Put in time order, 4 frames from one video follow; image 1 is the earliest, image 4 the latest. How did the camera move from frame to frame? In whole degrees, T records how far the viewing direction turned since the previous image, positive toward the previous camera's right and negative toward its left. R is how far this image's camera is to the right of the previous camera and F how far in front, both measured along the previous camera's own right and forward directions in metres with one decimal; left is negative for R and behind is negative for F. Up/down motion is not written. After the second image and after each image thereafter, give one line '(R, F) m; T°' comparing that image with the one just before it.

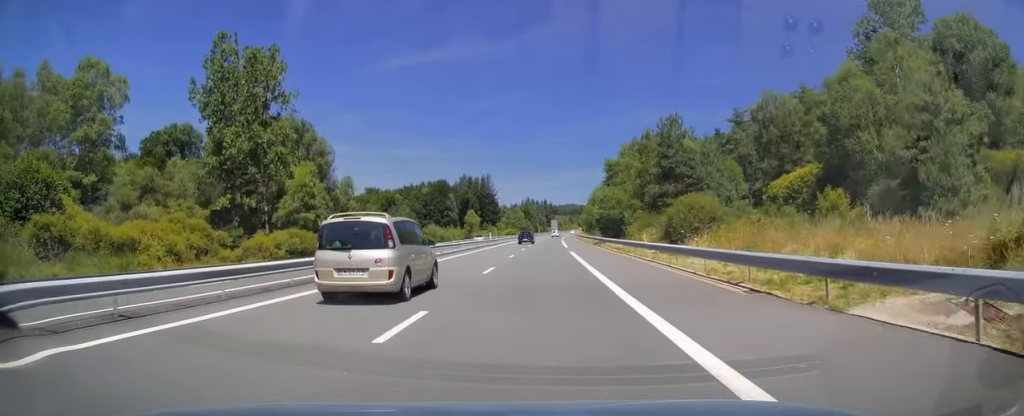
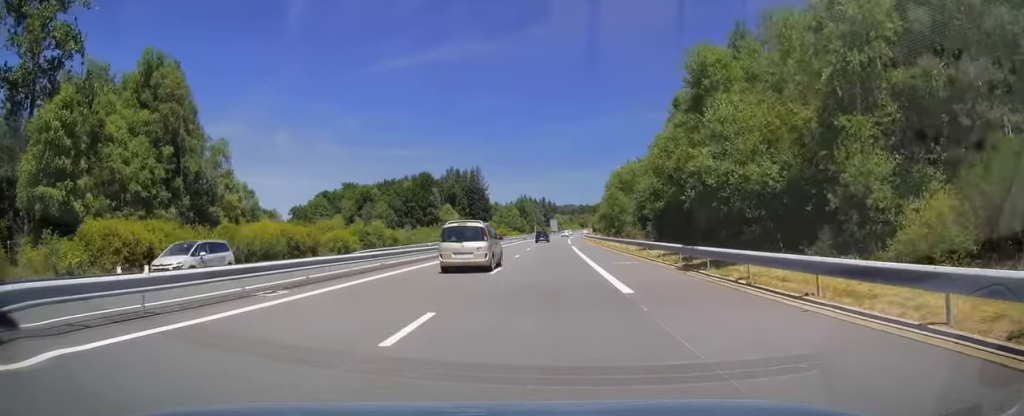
(0.0, +39.5) m; 0°
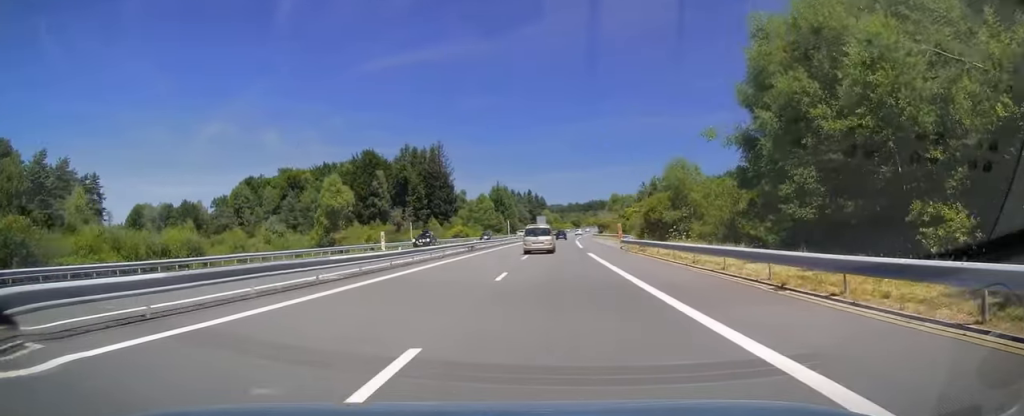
(+0.7, +68.5) m; +2°
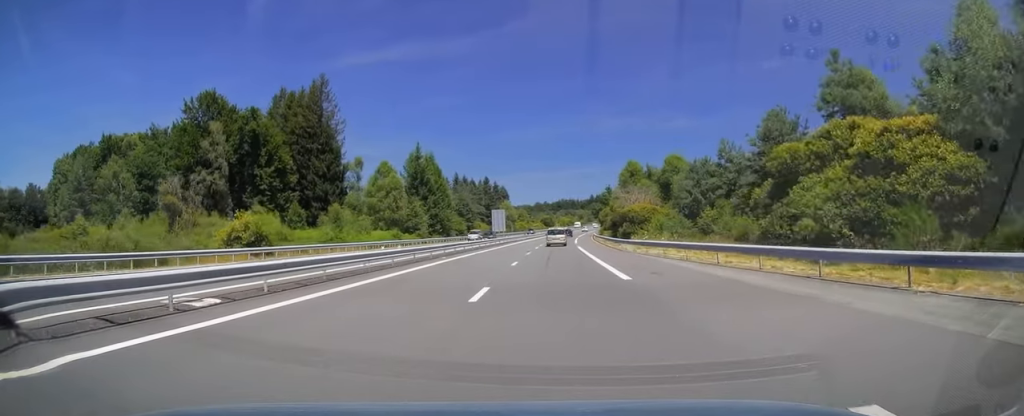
(+1.9, +83.4) m; +3°
